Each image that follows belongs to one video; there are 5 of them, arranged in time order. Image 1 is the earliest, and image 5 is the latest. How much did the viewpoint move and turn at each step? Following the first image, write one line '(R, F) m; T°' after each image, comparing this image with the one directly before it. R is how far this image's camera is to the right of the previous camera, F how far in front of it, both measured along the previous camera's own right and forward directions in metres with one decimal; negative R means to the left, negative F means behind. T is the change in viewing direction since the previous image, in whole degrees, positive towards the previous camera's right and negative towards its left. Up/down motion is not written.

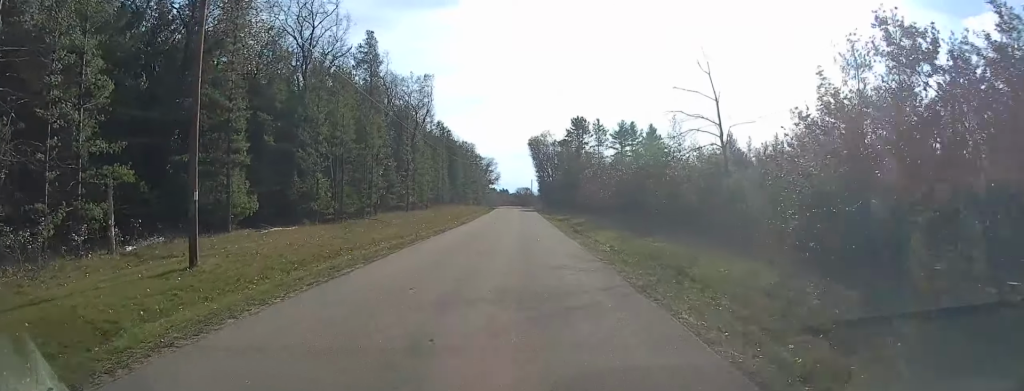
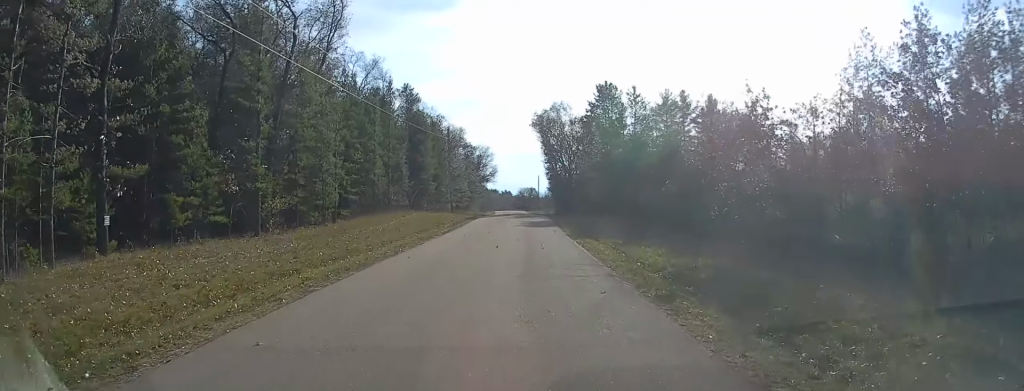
(+0.9, +47.2) m; 0°
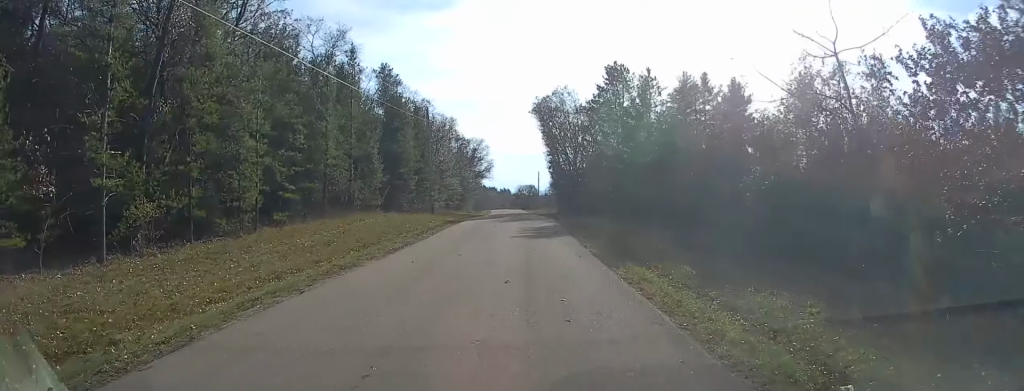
(-0.4, +13.5) m; 0°
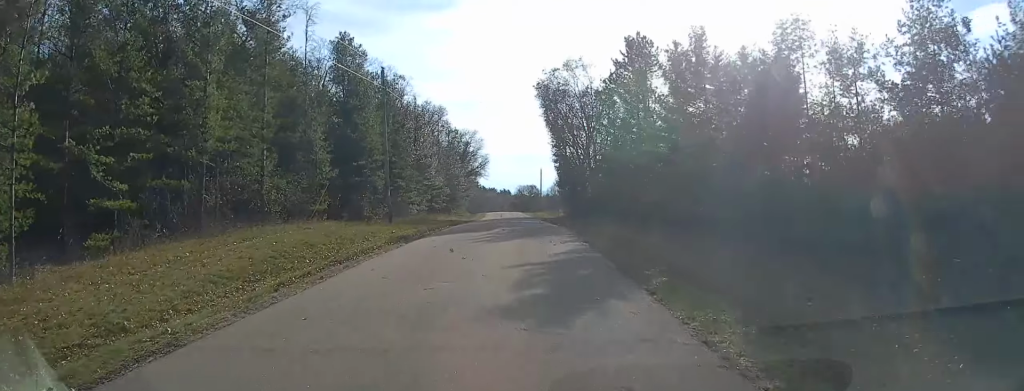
(0.0, +17.3) m; +1°
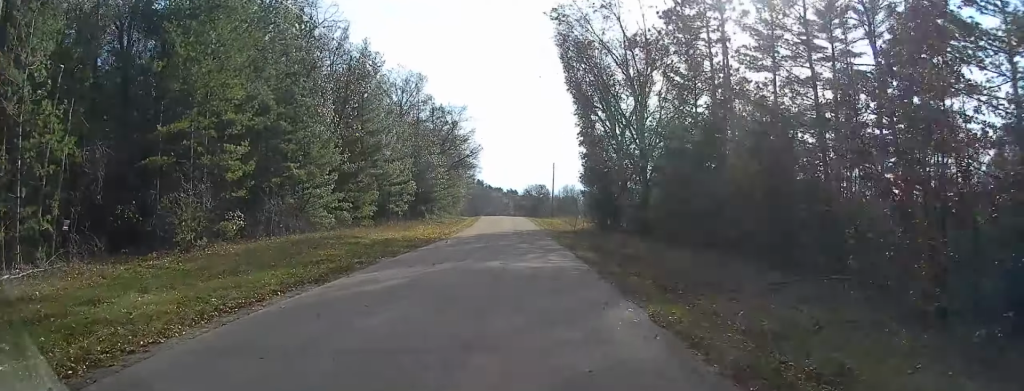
(+0.6, +29.5) m; -1°
